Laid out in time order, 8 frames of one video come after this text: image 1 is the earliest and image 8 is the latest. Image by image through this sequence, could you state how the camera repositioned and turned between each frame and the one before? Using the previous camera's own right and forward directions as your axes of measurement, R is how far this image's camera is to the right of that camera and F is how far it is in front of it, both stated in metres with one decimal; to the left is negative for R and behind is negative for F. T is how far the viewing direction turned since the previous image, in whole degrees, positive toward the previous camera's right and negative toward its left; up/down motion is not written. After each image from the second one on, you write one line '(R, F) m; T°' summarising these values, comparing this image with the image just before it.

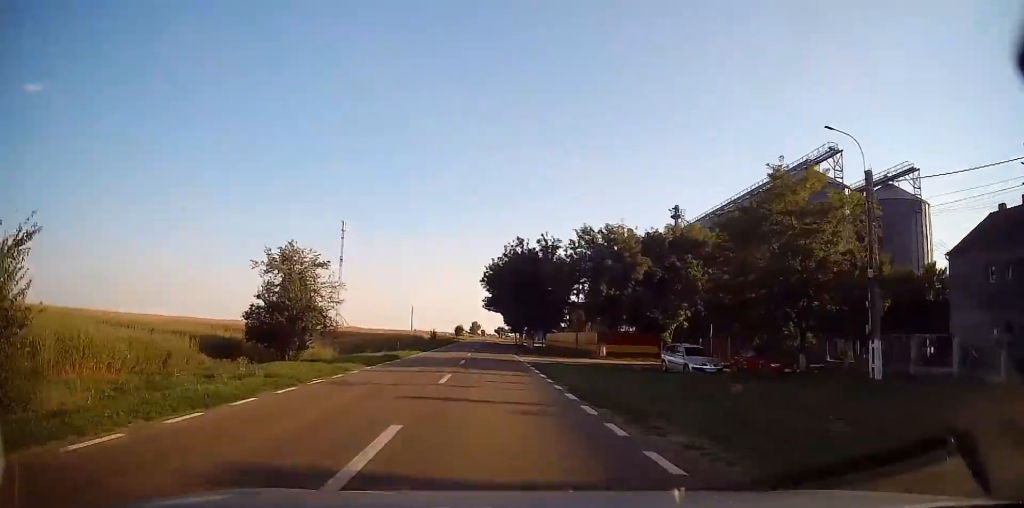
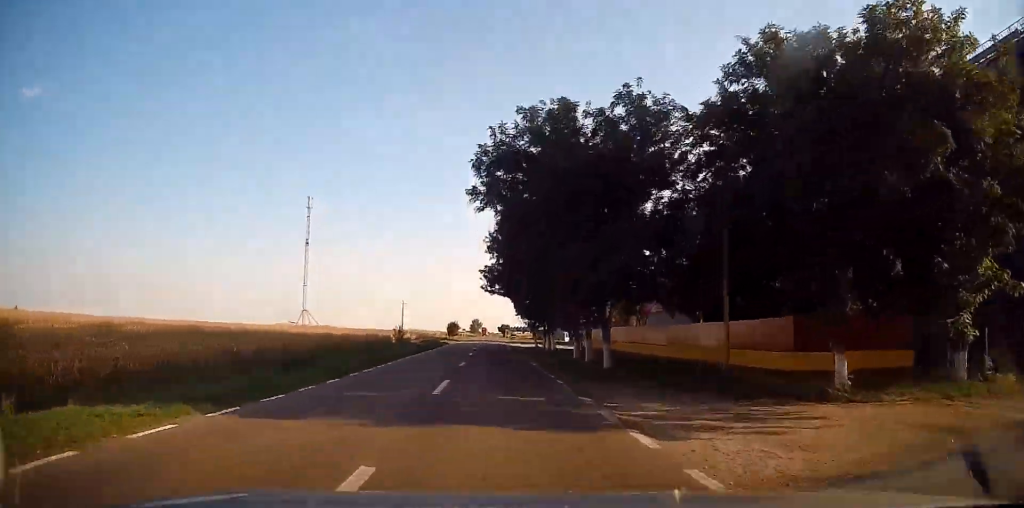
(0.0, +29.1) m; -1°
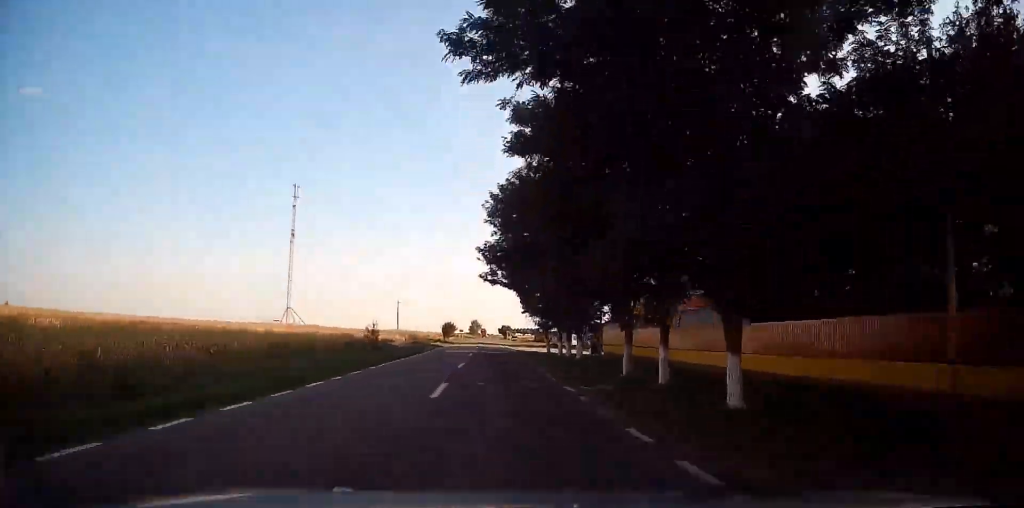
(-0.2, +9.5) m; 0°
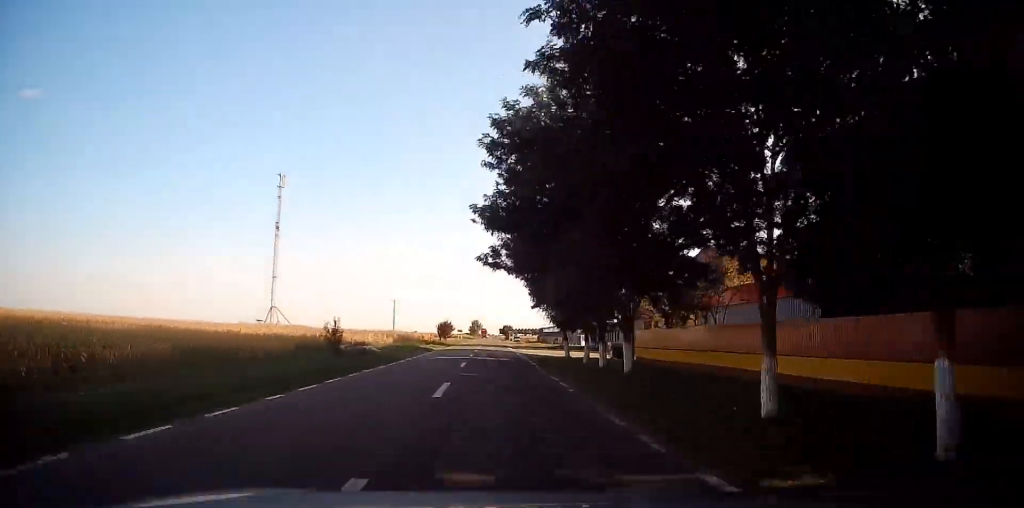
(-0.2, +8.5) m; 0°
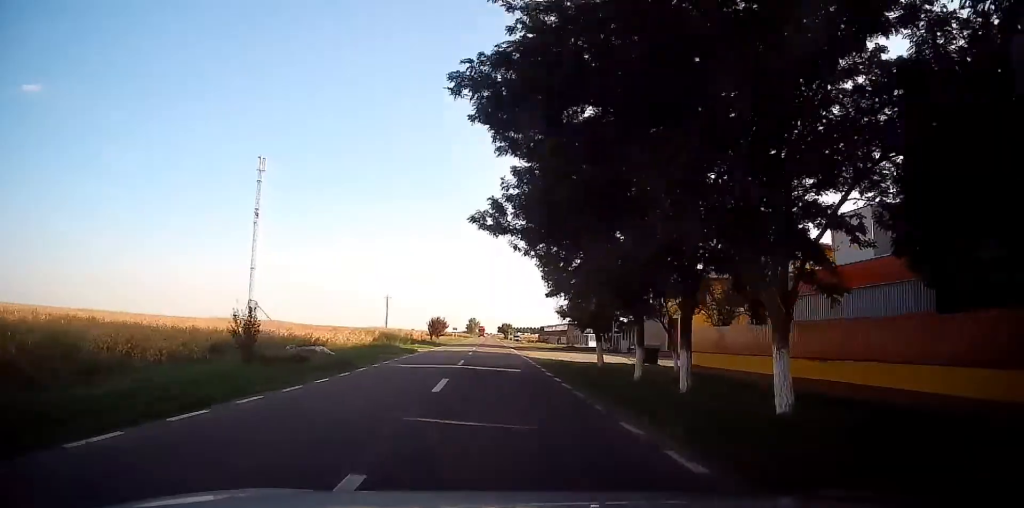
(+0.1, +8.9) m; +1°
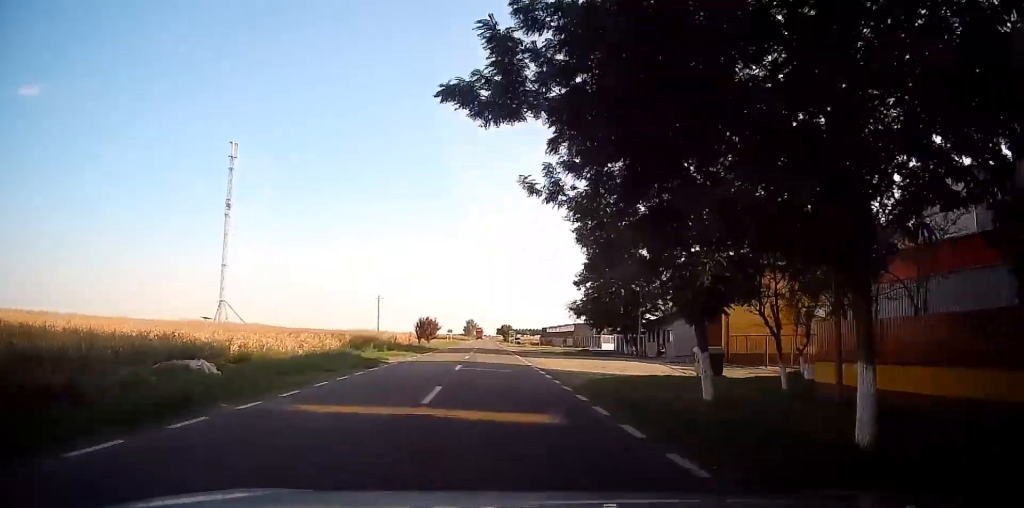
(+0.1, +9.9) m; +1°
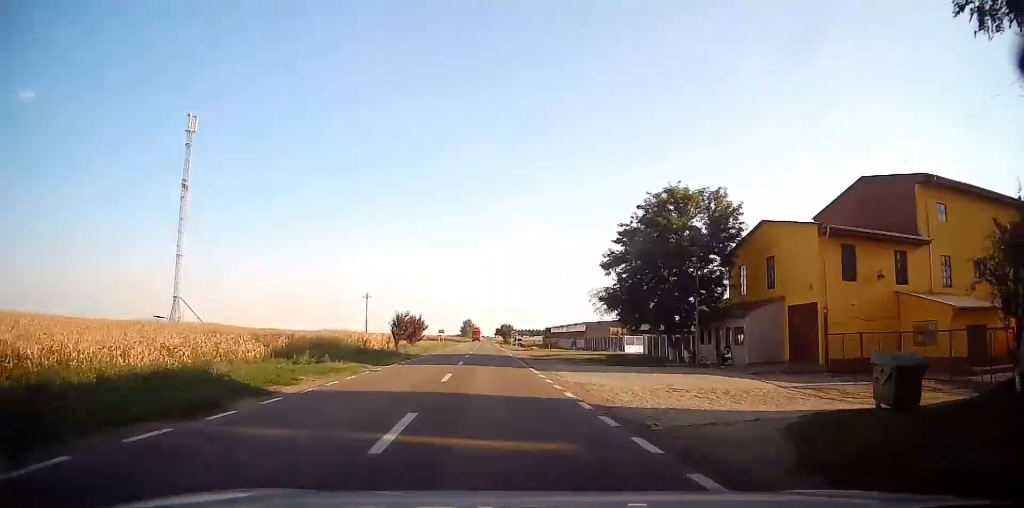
(+0.1, +12.8) m; 0°
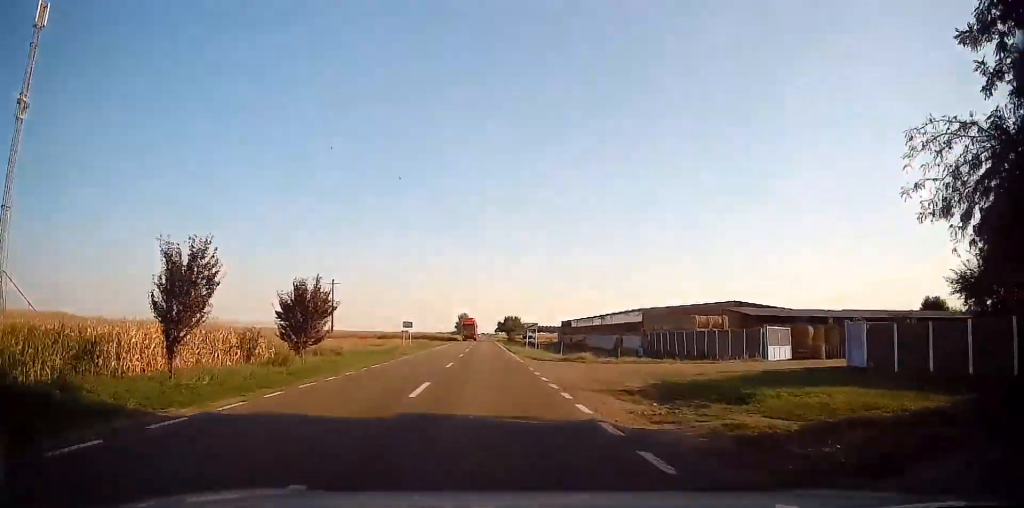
(-0.2, +31.1) m; 0°
